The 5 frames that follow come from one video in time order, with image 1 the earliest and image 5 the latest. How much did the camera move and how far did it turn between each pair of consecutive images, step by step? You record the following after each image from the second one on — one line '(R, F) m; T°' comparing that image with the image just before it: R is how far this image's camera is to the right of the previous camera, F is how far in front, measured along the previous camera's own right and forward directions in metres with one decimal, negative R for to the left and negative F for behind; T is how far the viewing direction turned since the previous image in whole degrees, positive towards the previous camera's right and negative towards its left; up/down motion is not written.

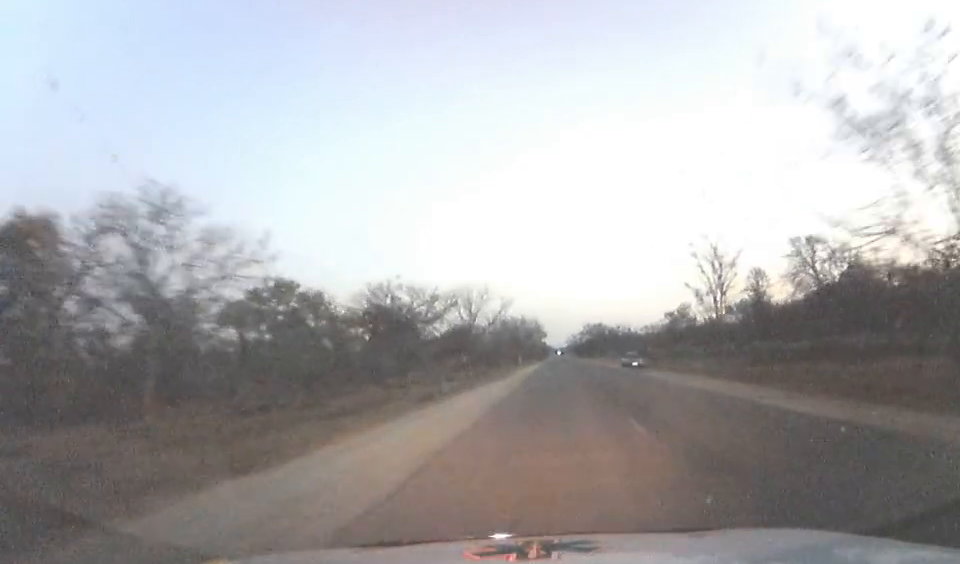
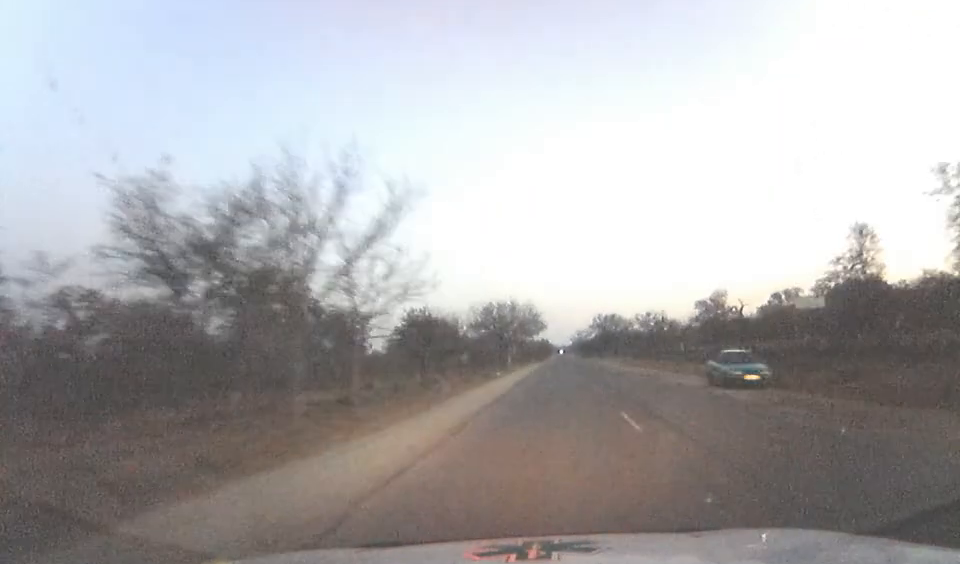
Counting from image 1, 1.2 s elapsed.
(0.0, +32.4) m; 0°
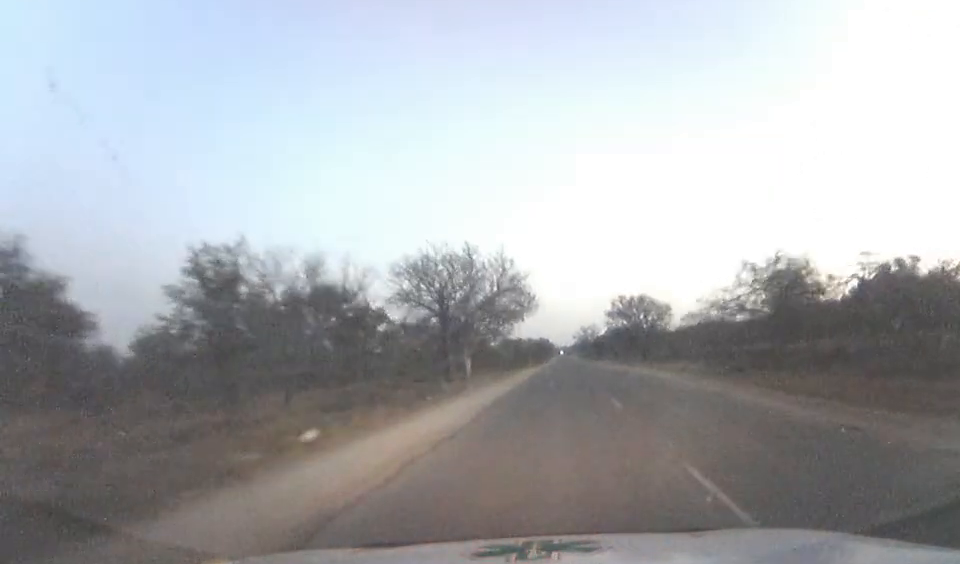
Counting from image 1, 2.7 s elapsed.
(0.0, +40.3) m; 0°
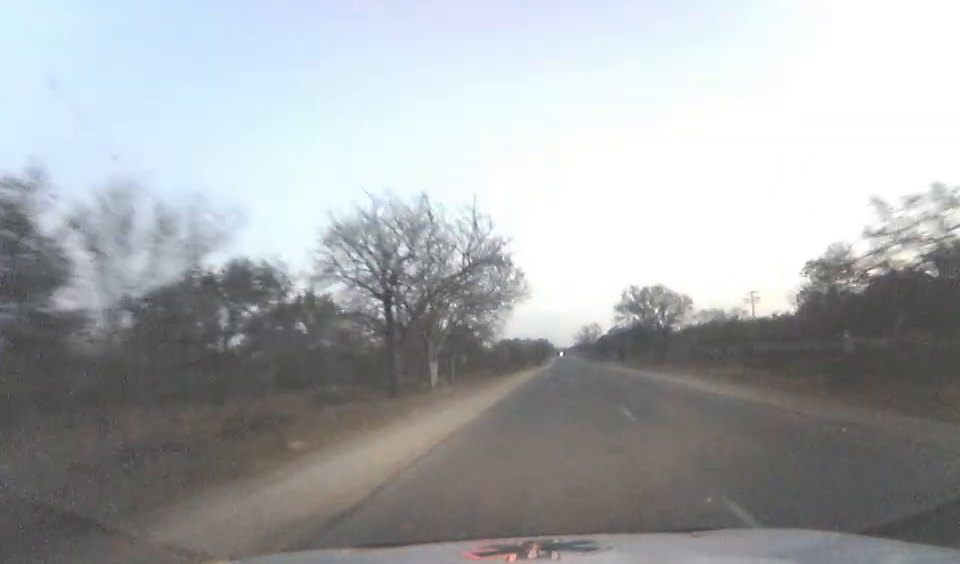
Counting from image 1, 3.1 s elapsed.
(0.0, +13.0) m; 0°
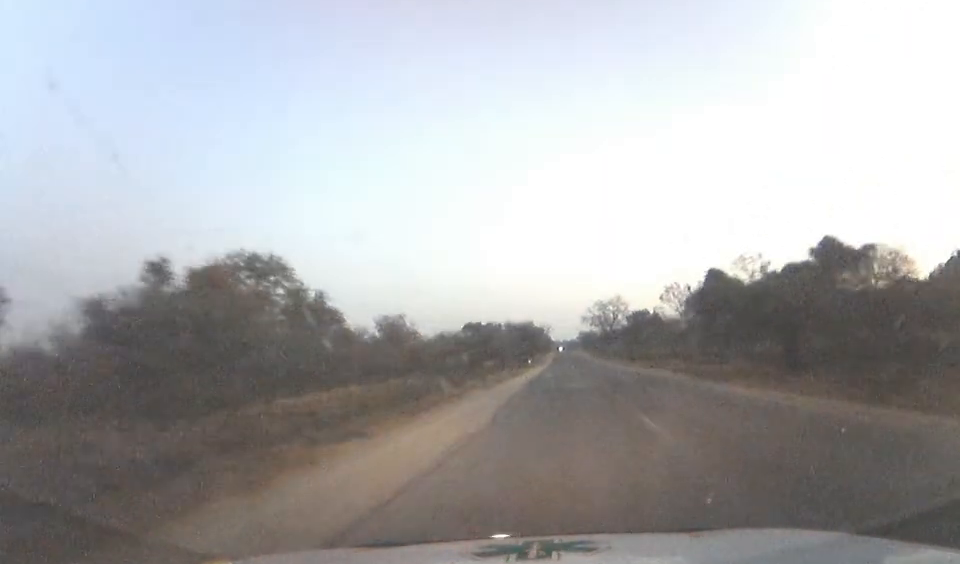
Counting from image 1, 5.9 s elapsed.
(+0.1, +81.4) m; 0°
